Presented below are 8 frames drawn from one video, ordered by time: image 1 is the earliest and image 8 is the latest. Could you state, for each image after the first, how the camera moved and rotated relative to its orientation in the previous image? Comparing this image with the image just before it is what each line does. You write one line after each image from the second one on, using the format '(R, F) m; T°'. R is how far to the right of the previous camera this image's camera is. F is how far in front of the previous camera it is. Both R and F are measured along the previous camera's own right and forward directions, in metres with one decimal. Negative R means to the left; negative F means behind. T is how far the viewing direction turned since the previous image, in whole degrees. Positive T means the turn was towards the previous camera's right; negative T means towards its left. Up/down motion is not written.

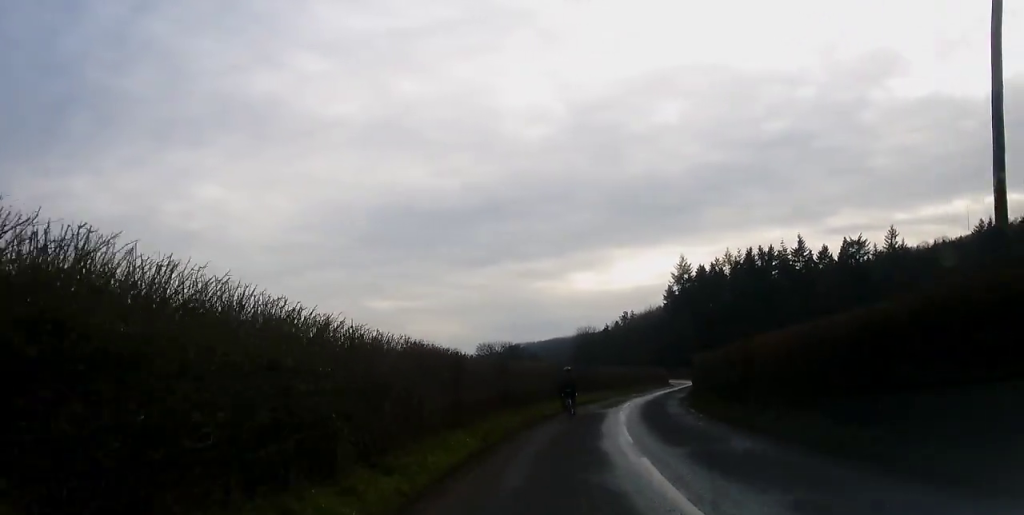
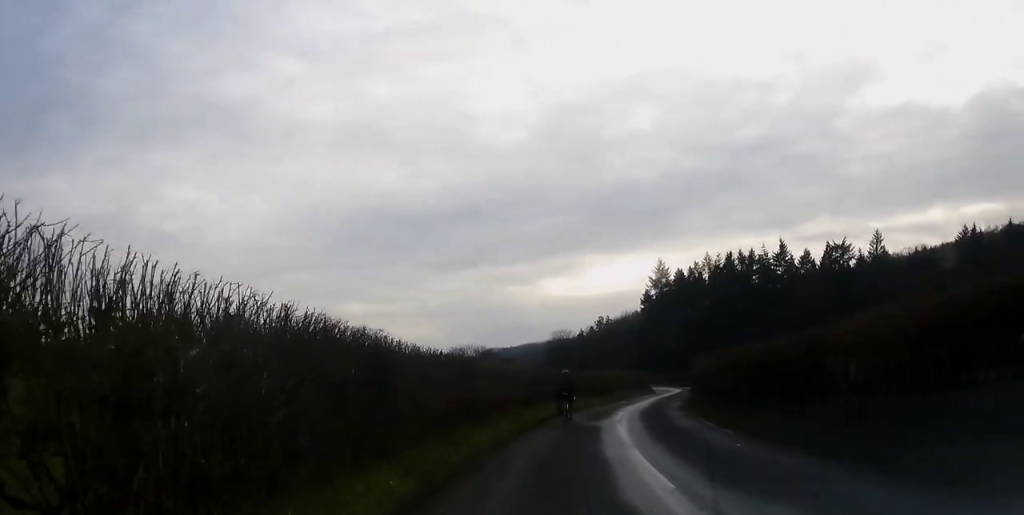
(+0.4, +6.2) m; +3°
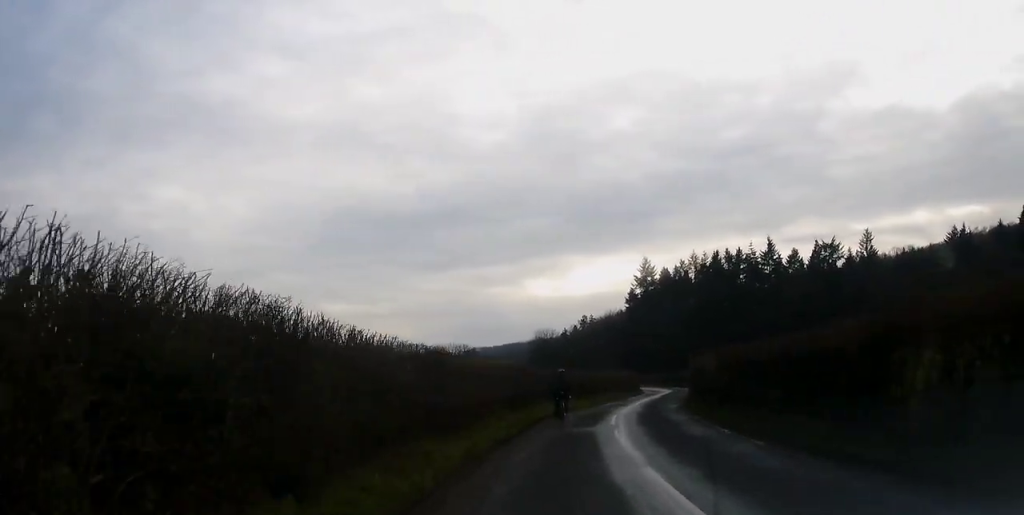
(+0.1, +3.5) m; +1°
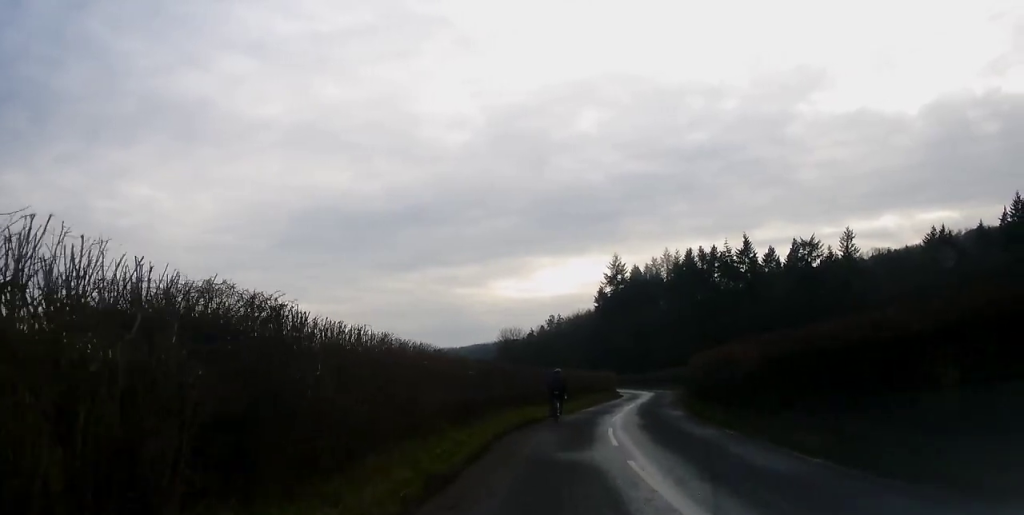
(0.0, +7.9) m; +3°
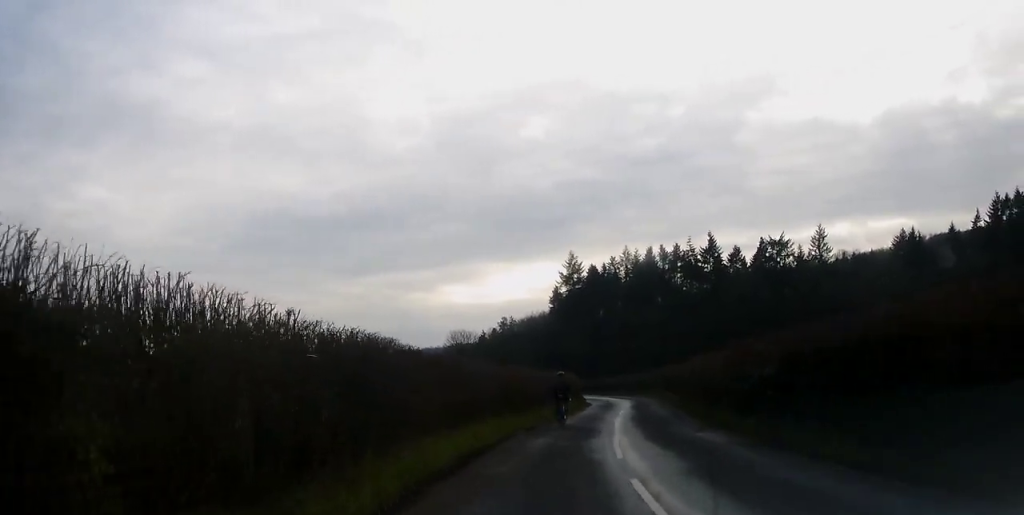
(+0.7, +11.2) m; +4°
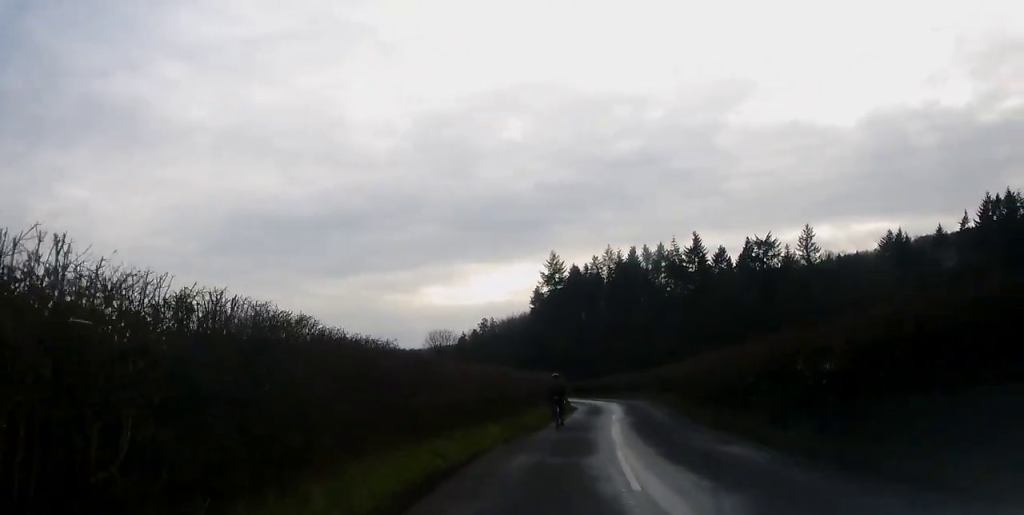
(+0.1, +3.9) m; 0°
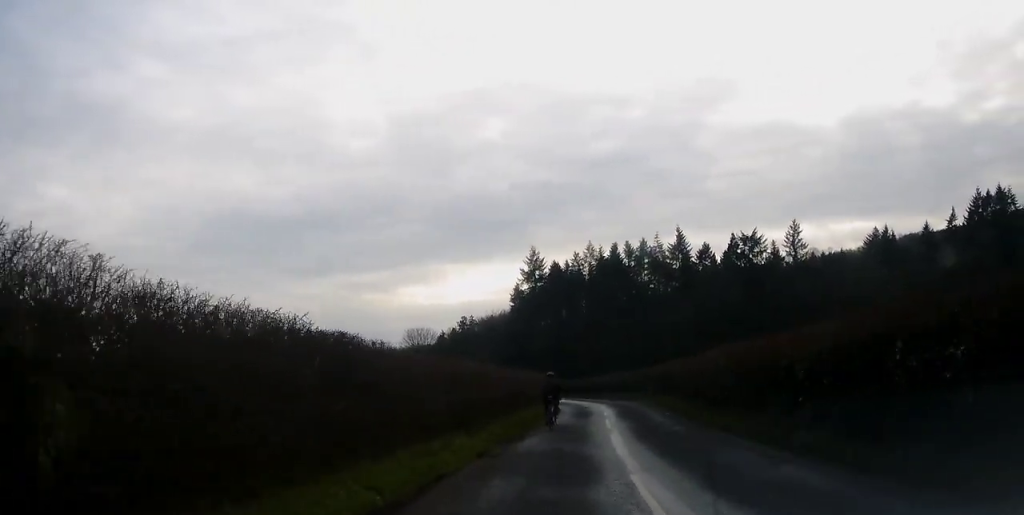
(-0.1, +4.2) m; +1°
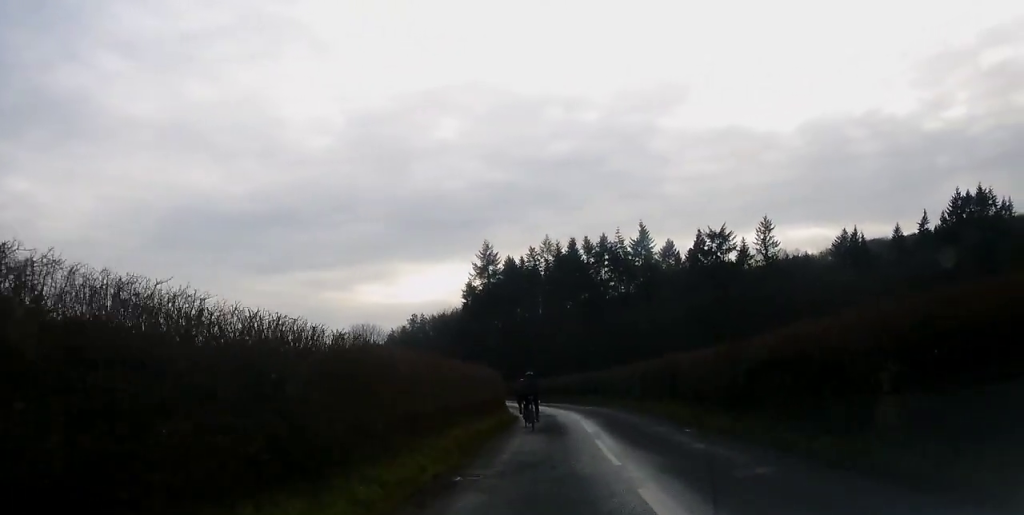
(+0.4, +10.4) m; +4°
